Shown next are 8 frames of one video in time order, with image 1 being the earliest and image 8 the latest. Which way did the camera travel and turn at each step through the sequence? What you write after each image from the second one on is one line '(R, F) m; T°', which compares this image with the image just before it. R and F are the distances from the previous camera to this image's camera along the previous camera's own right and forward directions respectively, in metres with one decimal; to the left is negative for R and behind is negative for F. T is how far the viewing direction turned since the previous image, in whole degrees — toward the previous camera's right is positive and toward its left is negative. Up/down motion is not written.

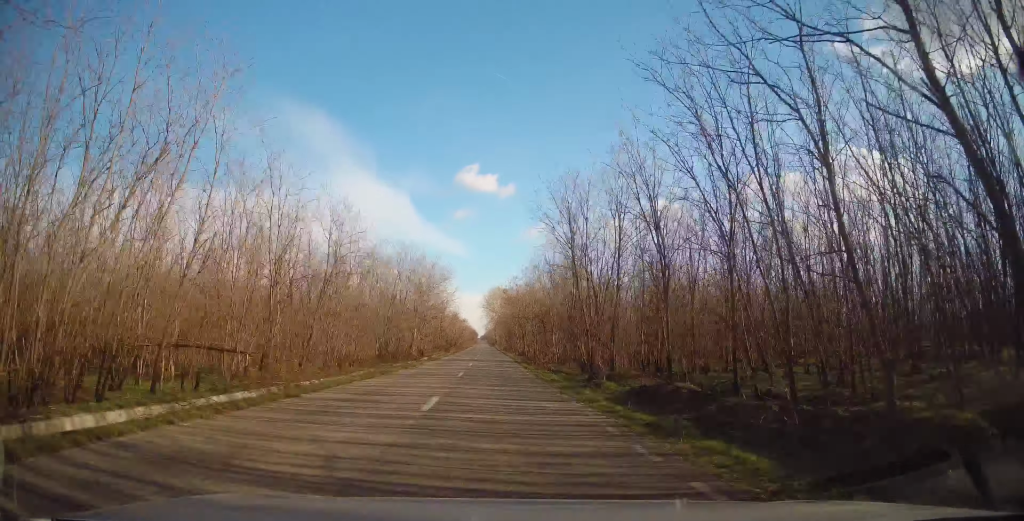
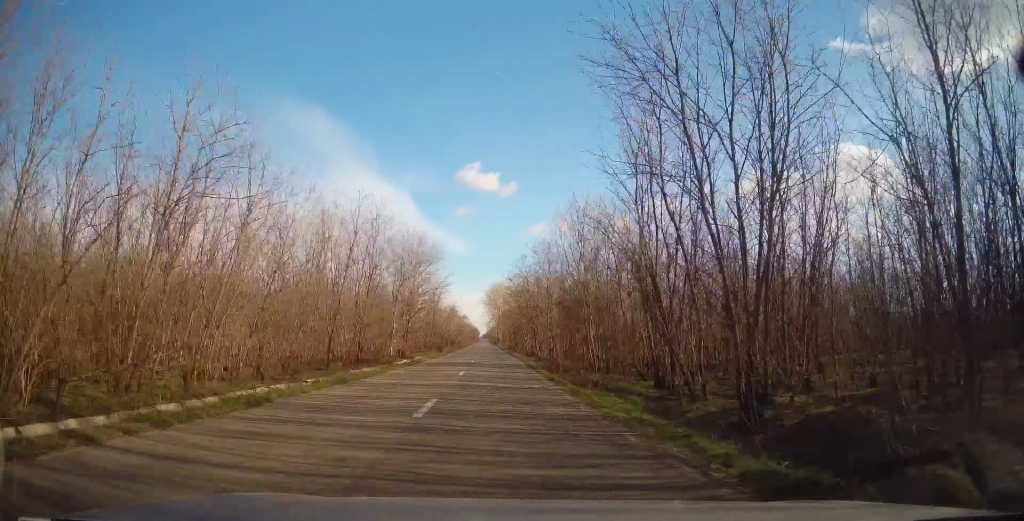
(-0.3, +13.3) m; 0°
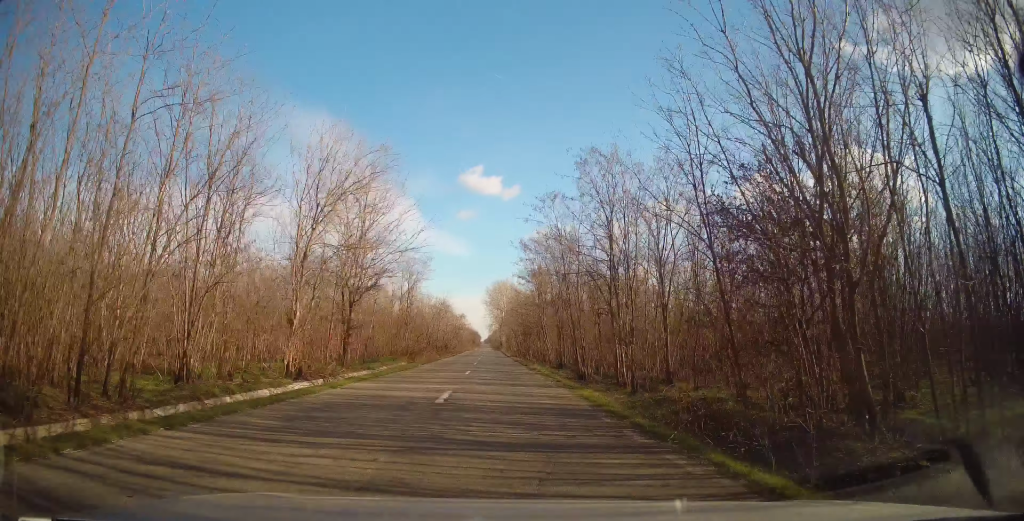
(+0.3, +21.6) m; +1°
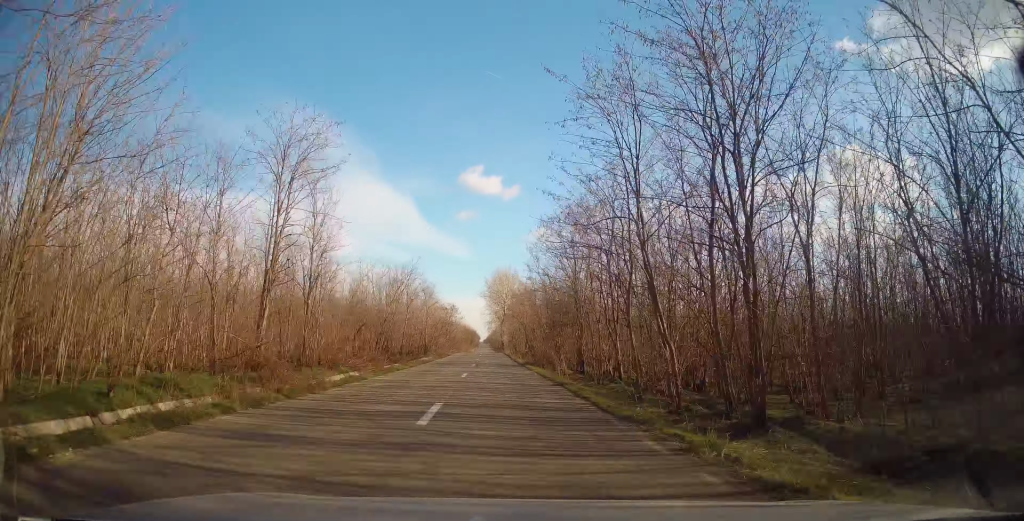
(+0.2, +26.8) m; 0°
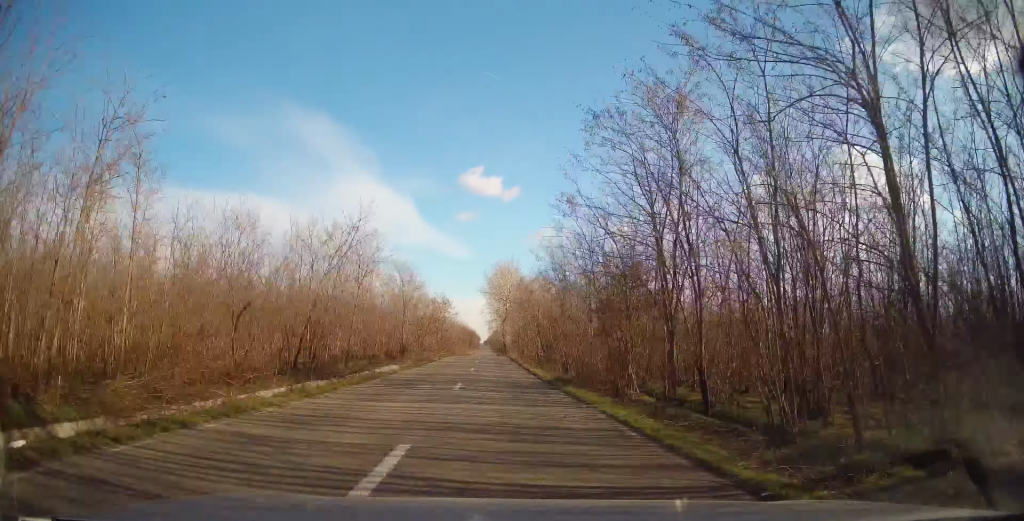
(0.0, +16.3) m; -1°
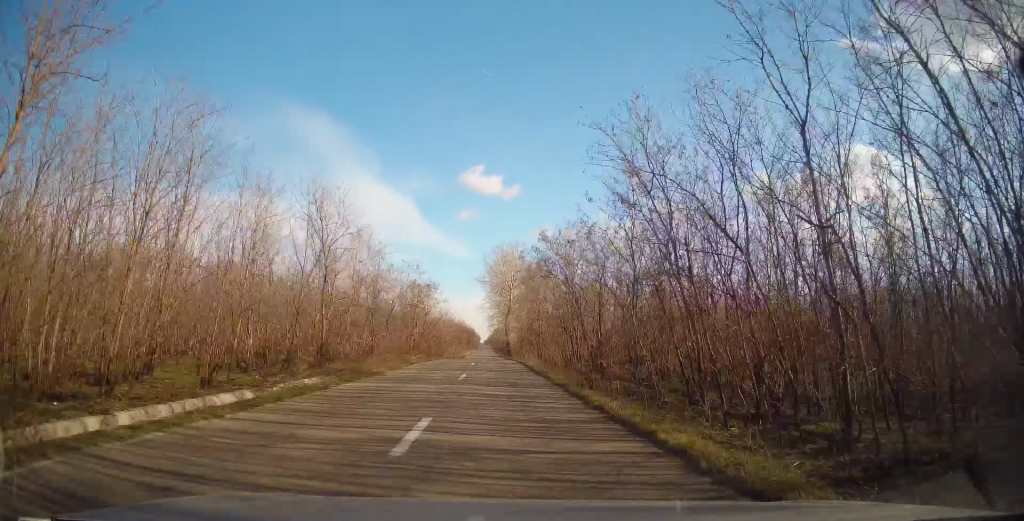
(-0.1, +22.1) m; -1°
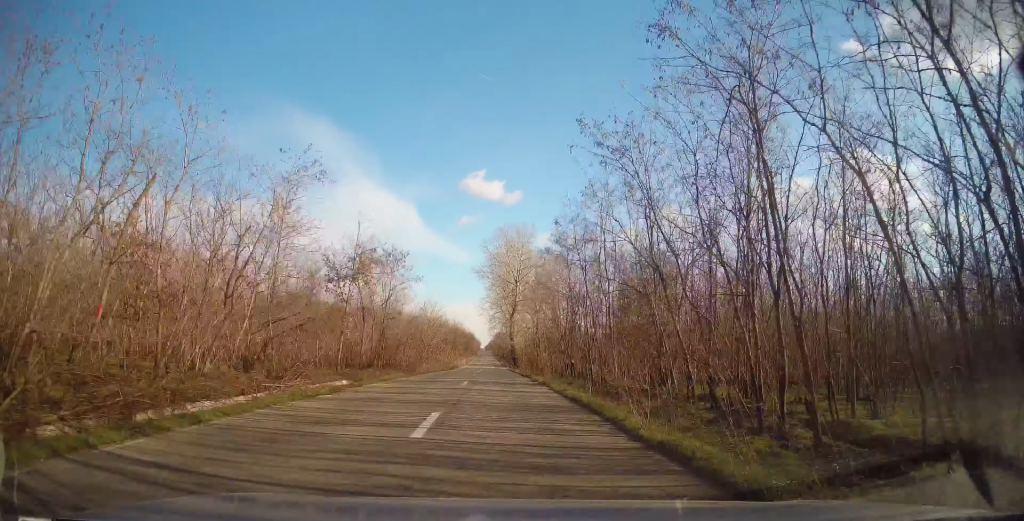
(-0.4, +22.4) m; 0°
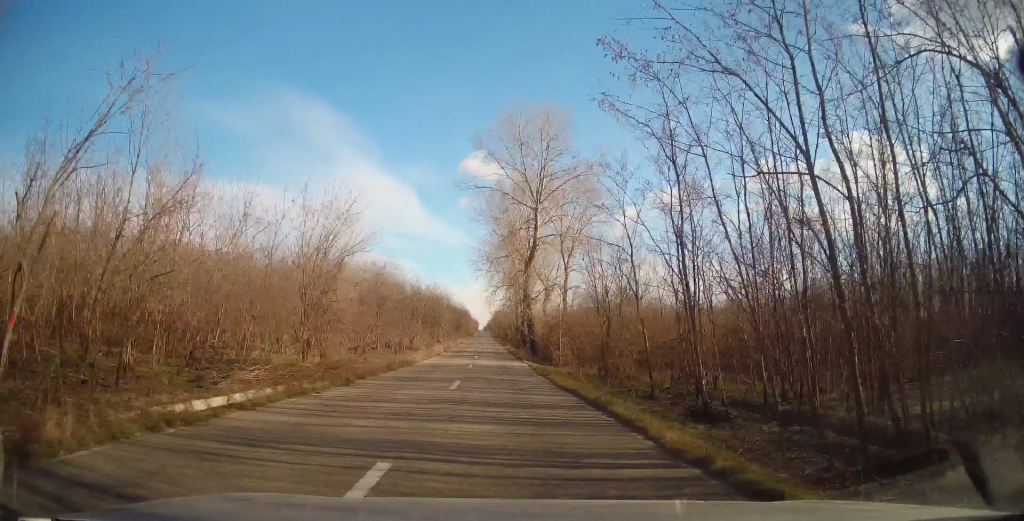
(+0.8, +41.4) m; 0°
